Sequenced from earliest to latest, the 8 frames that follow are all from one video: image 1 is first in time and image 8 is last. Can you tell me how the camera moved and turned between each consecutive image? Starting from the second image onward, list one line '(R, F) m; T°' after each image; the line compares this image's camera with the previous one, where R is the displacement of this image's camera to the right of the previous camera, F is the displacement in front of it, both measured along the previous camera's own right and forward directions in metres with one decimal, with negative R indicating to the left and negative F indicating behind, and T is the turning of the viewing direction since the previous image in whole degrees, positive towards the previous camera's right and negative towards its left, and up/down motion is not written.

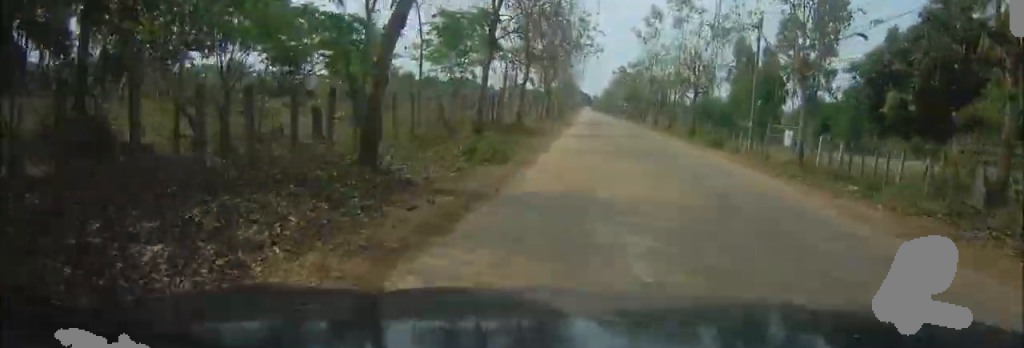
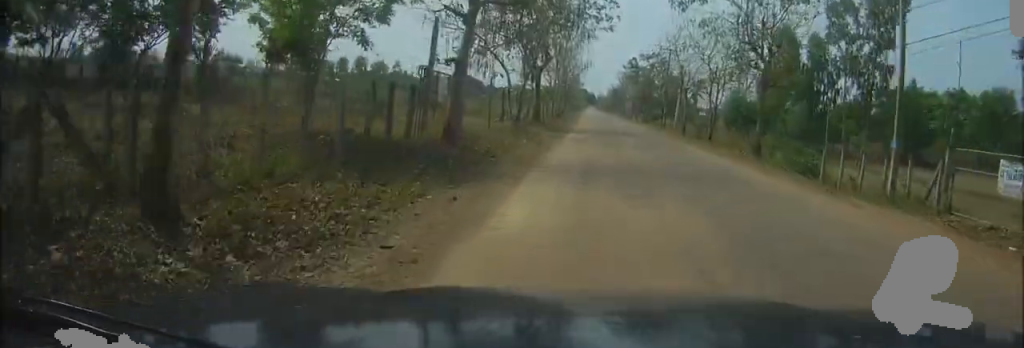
(-0.1, +15.5) m; 0°
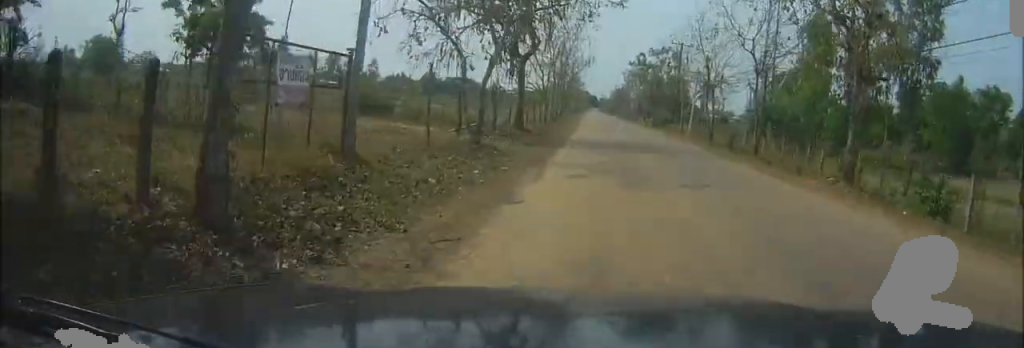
(0.0, +9.3) m; -1°
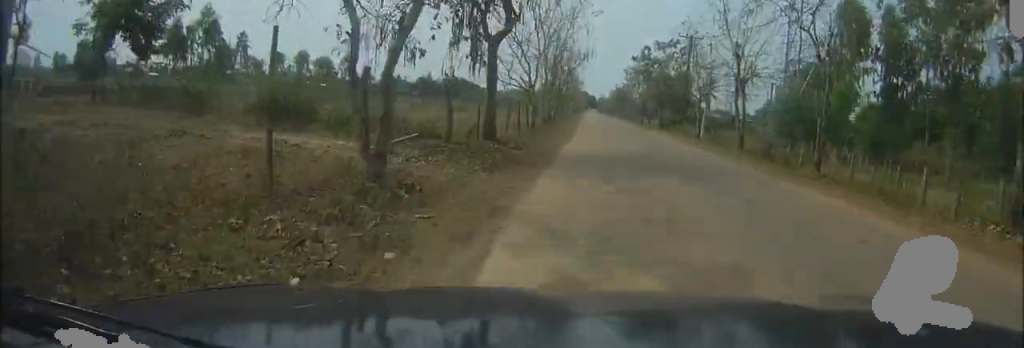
(0.0, +7.4) m; 0°
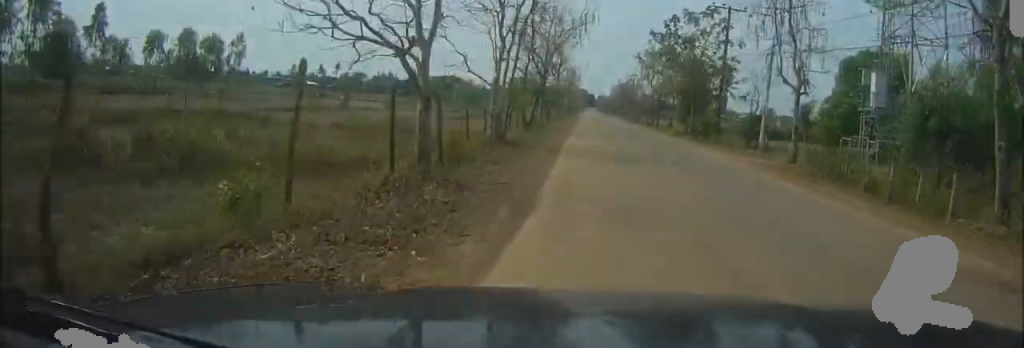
(0.0, +19.0) m; +1°
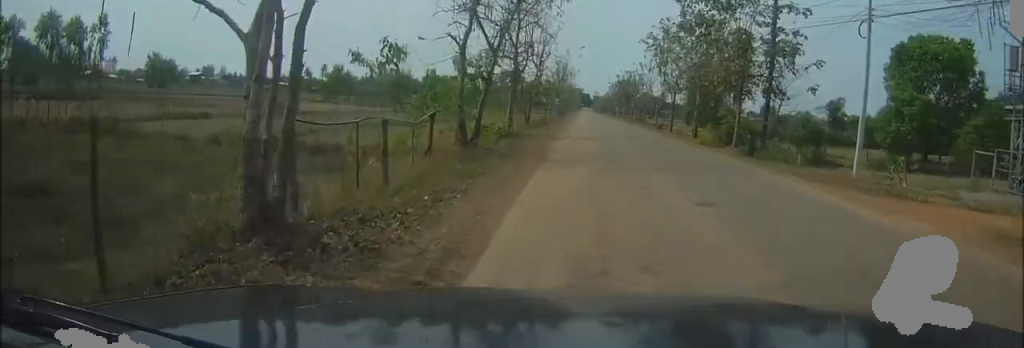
(0.0, +13.9) m; +1°
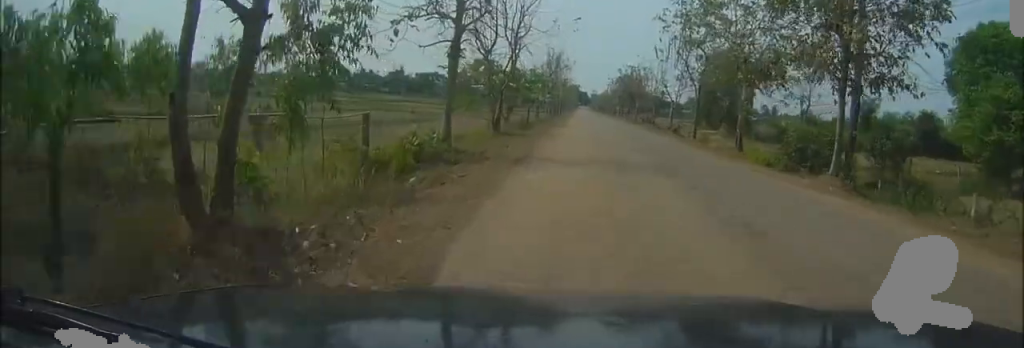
(+0.1, +11.7) m; 0°
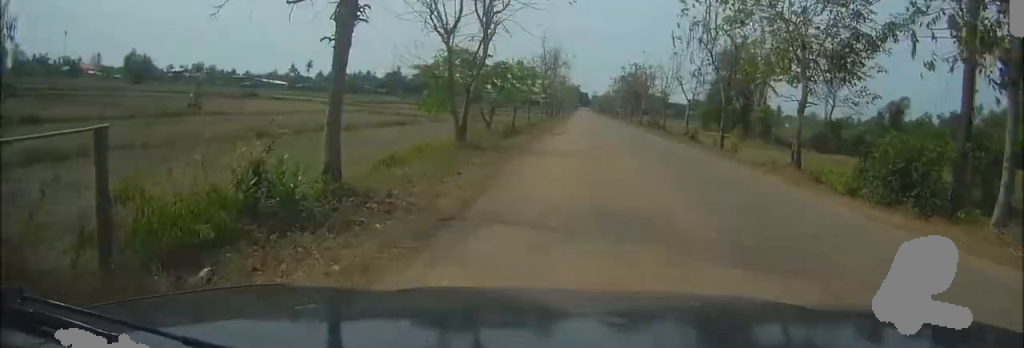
(-0.1, +7.2) m; 0°
